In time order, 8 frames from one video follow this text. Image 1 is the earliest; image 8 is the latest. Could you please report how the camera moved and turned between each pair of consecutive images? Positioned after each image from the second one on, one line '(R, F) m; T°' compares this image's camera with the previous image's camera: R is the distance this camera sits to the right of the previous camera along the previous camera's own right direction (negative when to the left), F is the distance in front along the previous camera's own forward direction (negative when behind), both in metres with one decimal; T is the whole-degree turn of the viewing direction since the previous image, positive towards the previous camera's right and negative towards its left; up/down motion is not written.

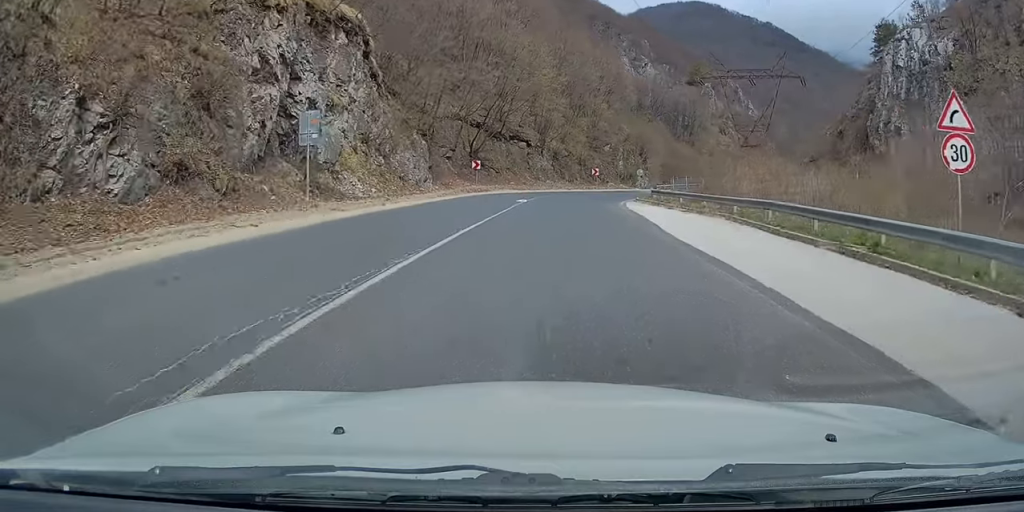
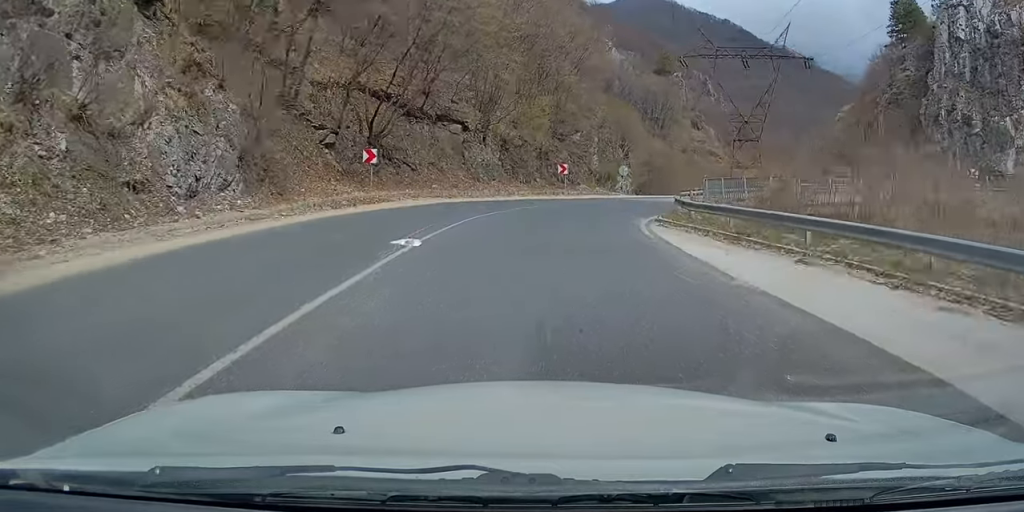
(+0.7, +14.6) m; +6°
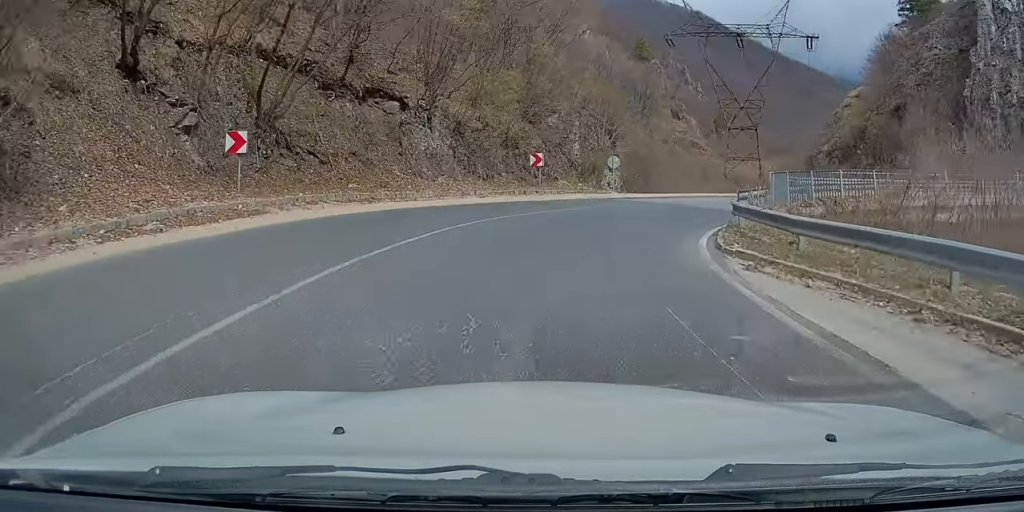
(+0.3, +8.2) m; +7°
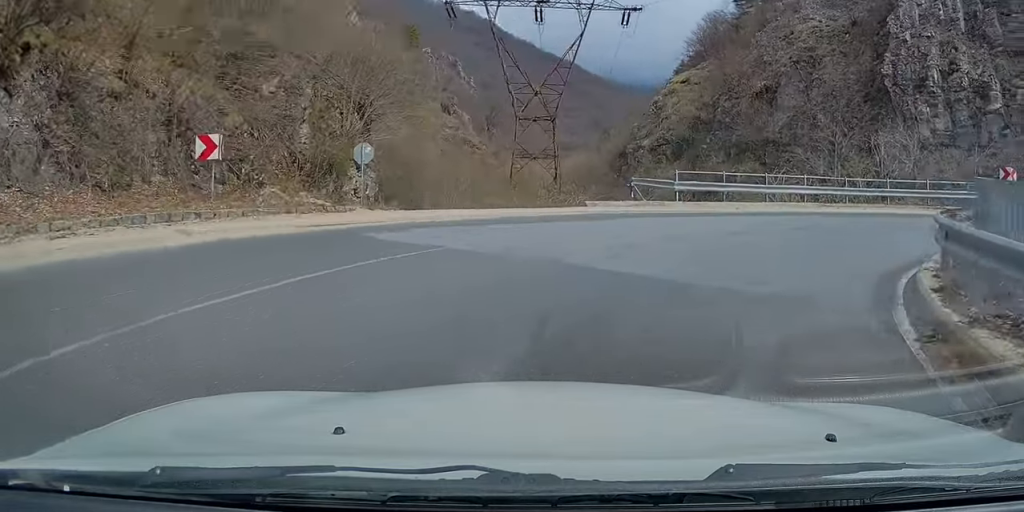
(+2.3, +13.4) m; +31°
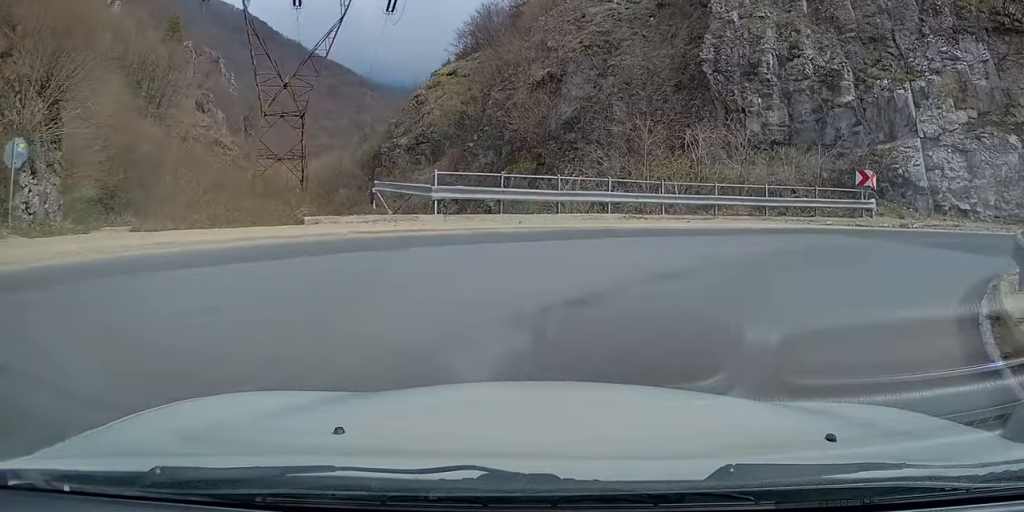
(+1.7, +5.9) m; +28°
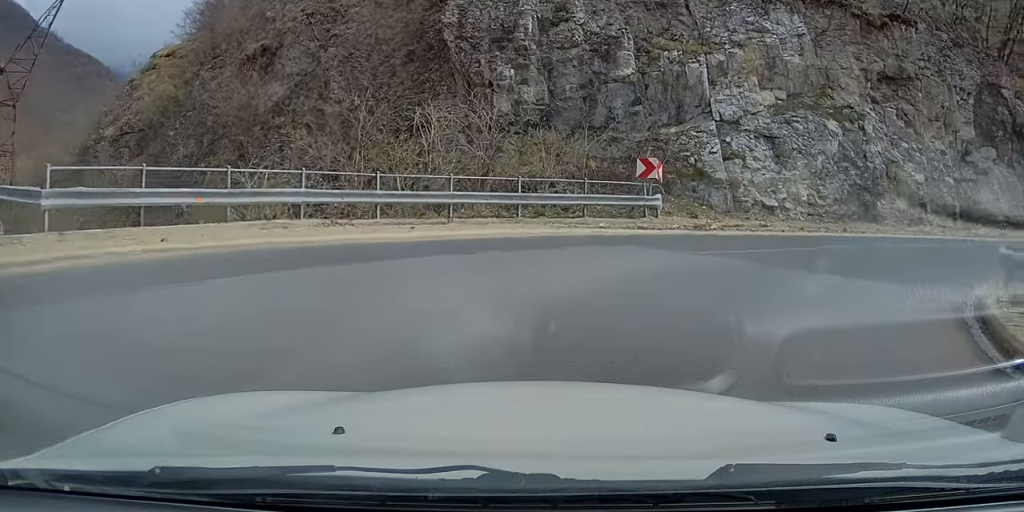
(+1.4, +5.2) m; +27°
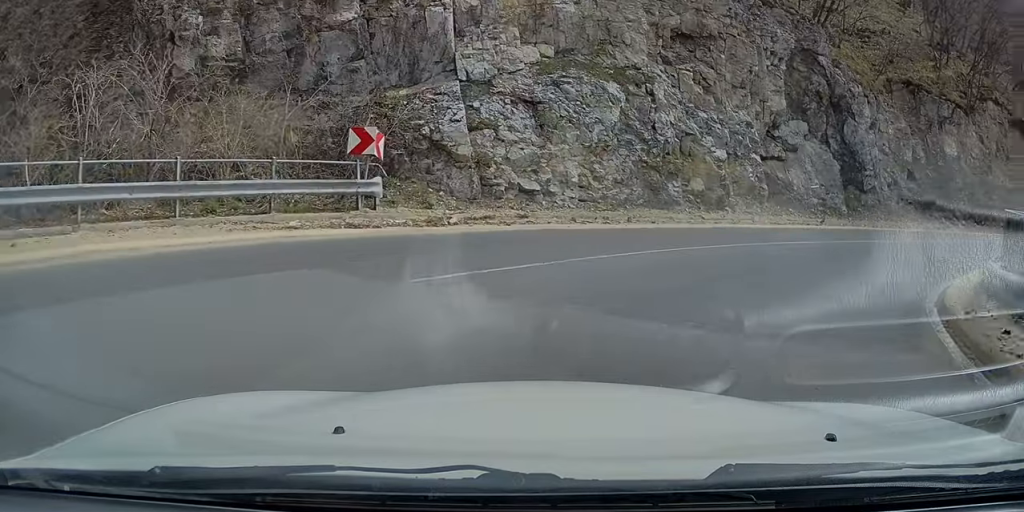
(+1.3, +5.6) m; +22°
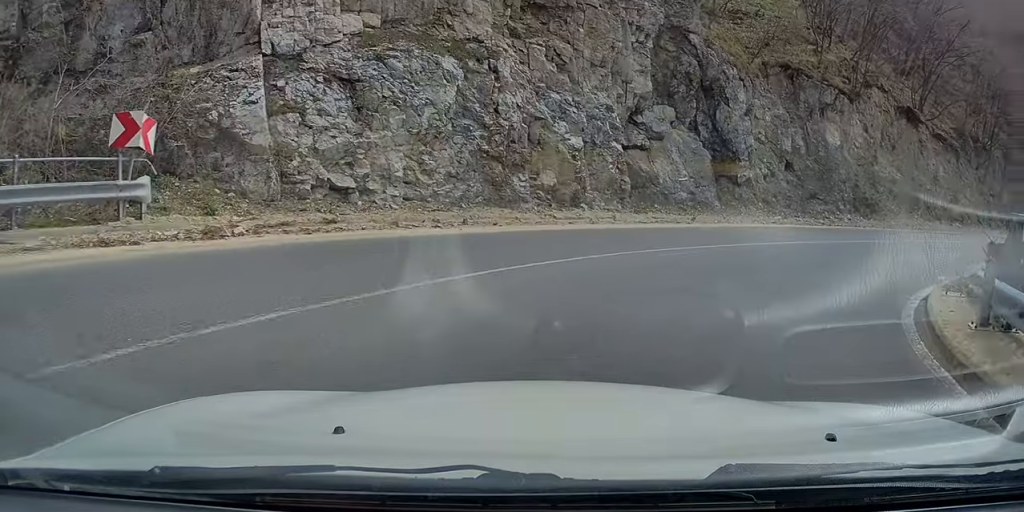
(+0.3, +3.8) m; +10°
